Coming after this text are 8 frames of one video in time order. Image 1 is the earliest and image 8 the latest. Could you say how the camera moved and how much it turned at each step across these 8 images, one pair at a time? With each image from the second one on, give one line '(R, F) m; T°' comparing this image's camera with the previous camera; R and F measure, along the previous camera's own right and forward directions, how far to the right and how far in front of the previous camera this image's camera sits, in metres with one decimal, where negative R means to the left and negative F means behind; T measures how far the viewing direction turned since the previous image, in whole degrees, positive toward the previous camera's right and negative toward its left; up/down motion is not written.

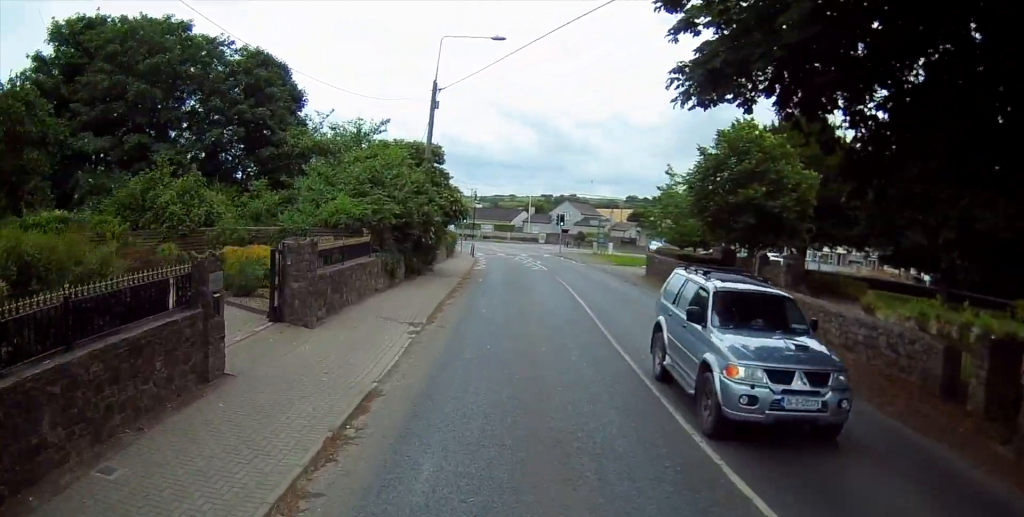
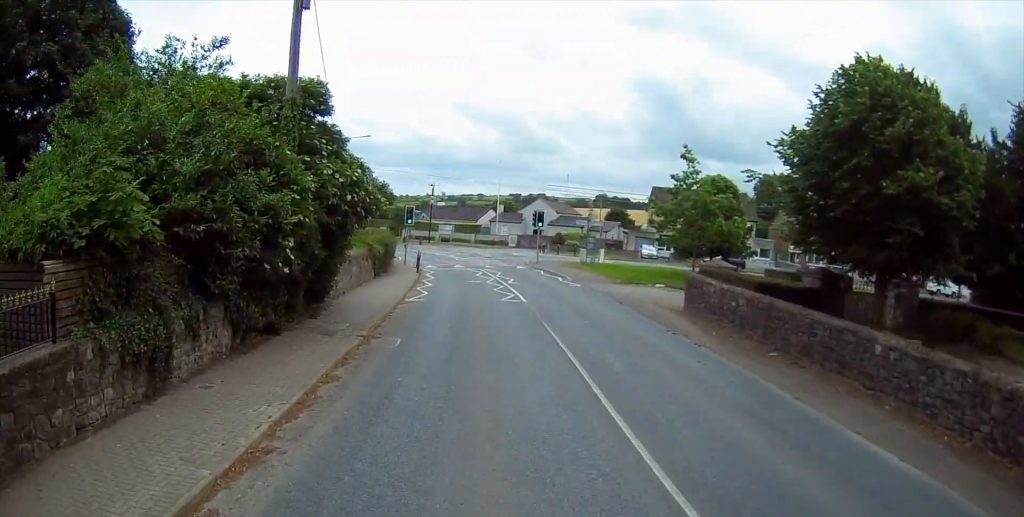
(+0.6, +14.2) m; +2°
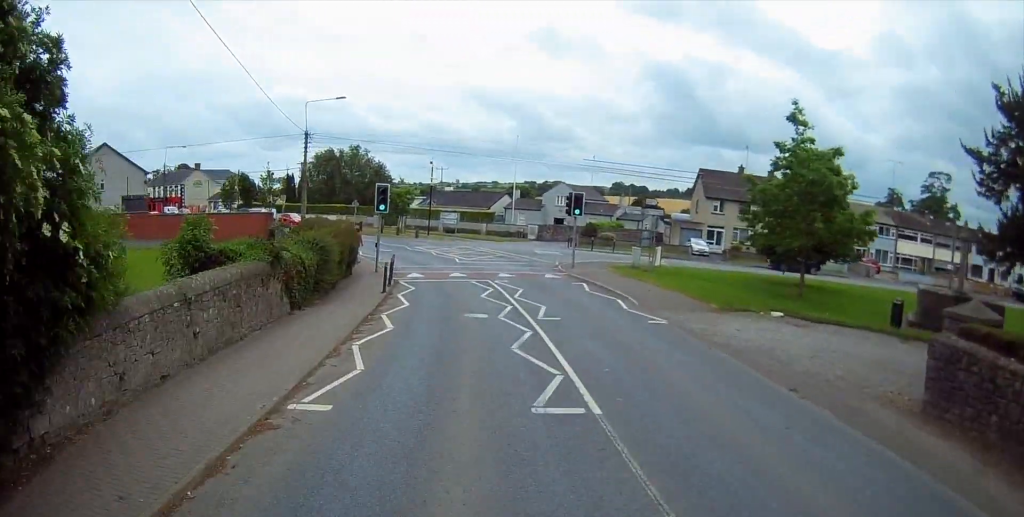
(-0.1, +13.5) m; +1°
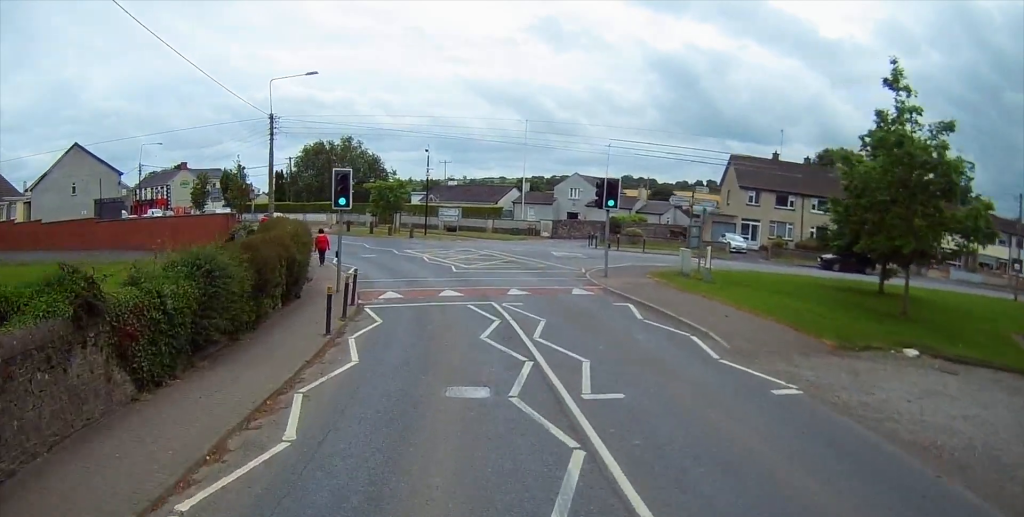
(+0.1, +7.6) m; -1°
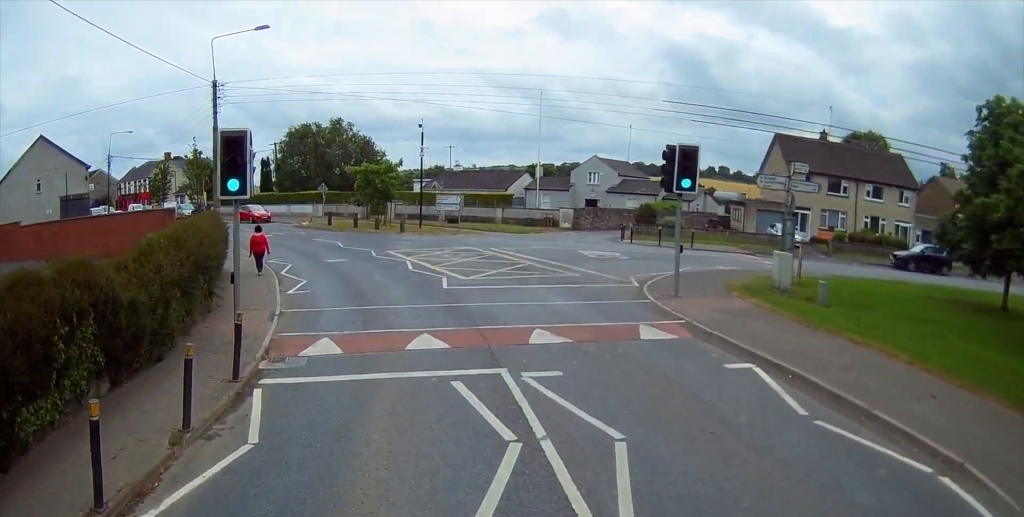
(-0.3, +8.7) m; -2°
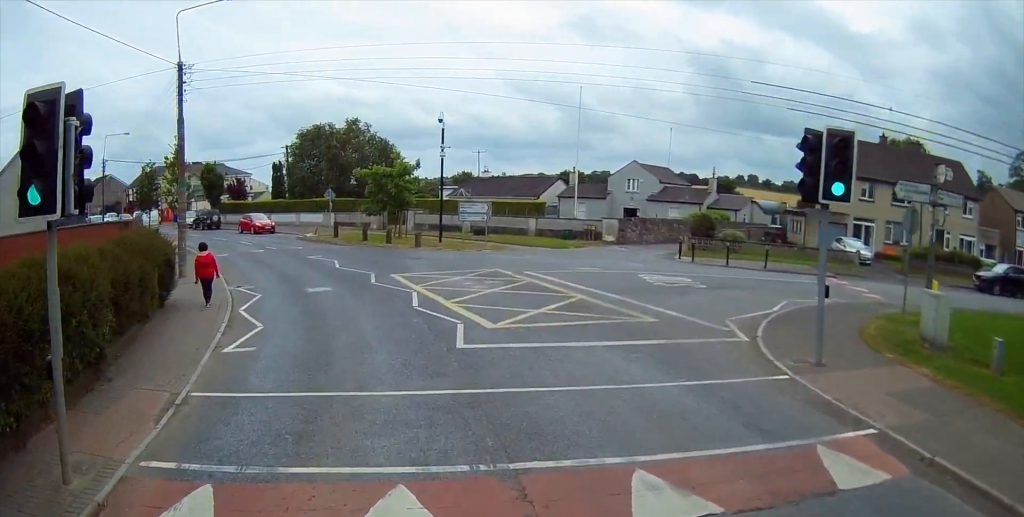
(0.0, +6.5) m; -2°
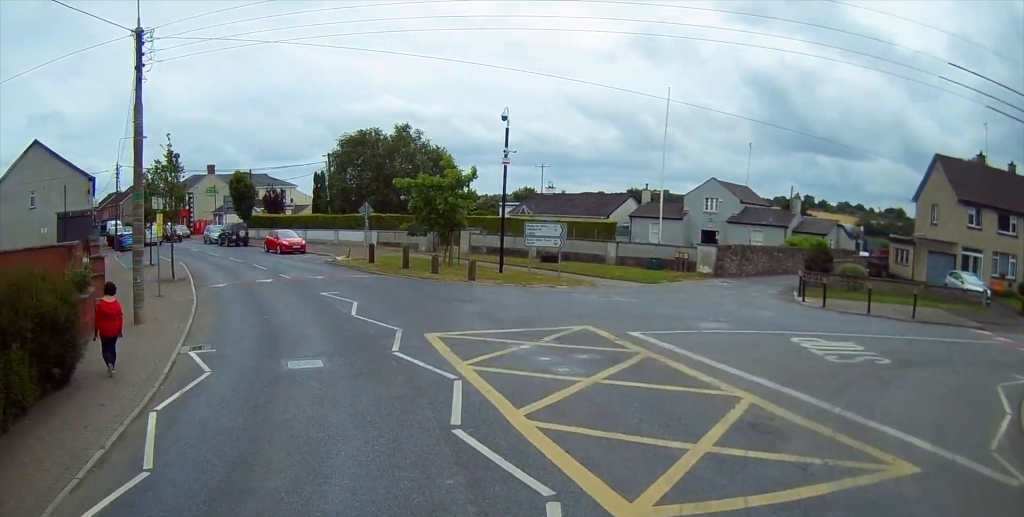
(-0.2, +7.7) m; -5°
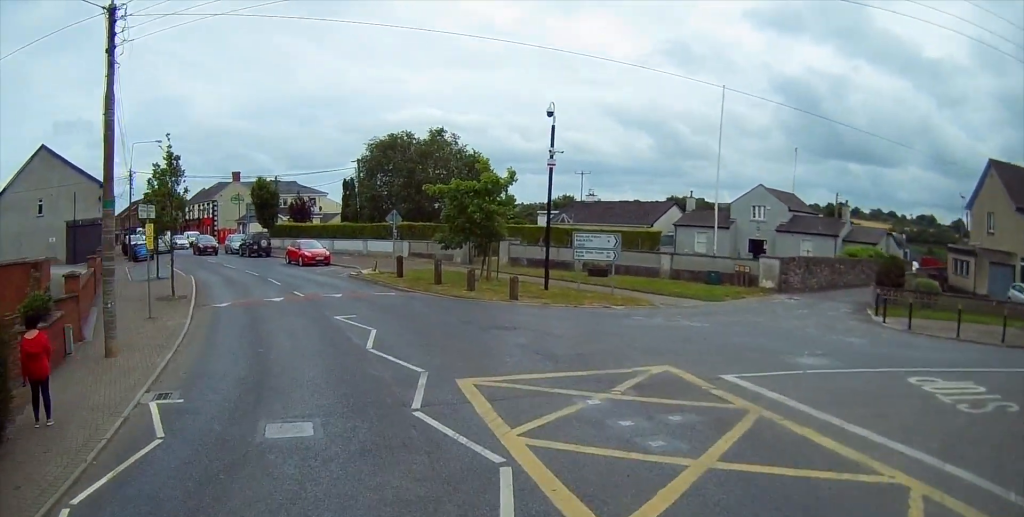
(-0.2, +3.6) m; -4°
